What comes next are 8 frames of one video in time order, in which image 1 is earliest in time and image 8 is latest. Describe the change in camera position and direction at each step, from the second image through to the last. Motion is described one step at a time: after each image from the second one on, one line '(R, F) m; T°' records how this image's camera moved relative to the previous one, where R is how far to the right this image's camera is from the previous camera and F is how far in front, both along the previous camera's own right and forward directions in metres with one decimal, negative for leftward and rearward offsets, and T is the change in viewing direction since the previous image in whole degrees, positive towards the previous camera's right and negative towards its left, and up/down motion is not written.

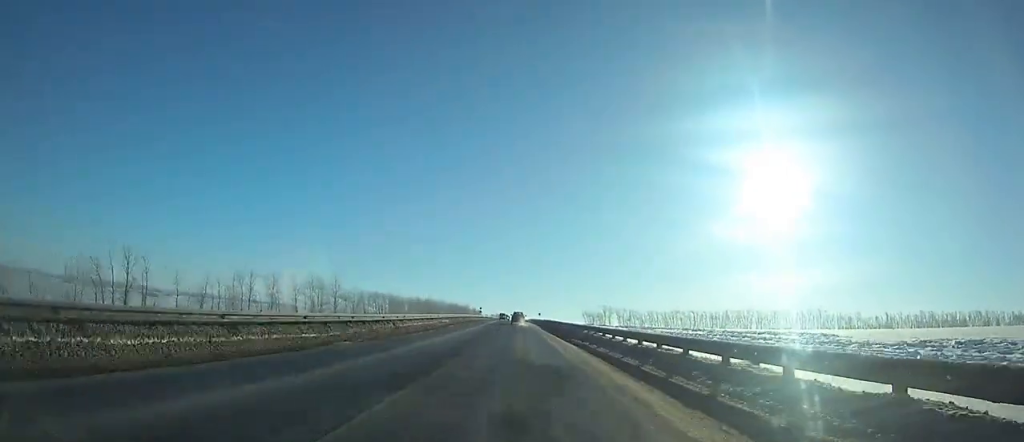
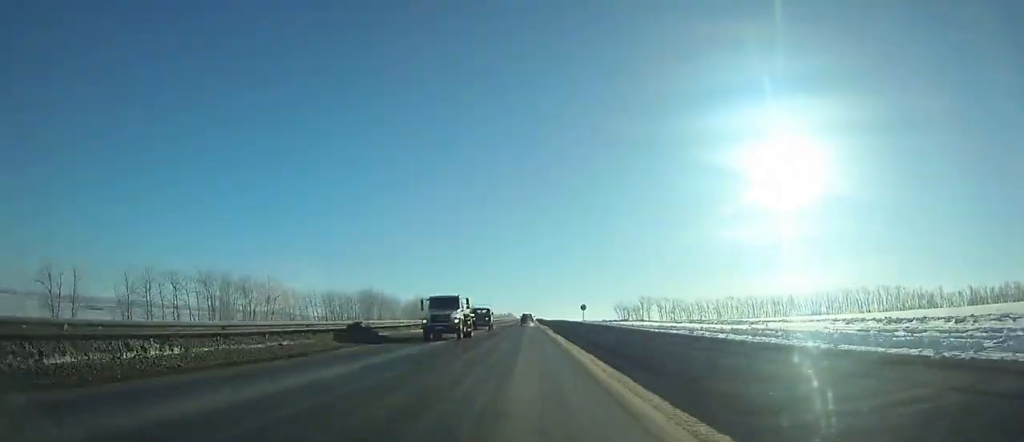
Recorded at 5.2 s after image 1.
(-1.8, +100.6) m; -2°
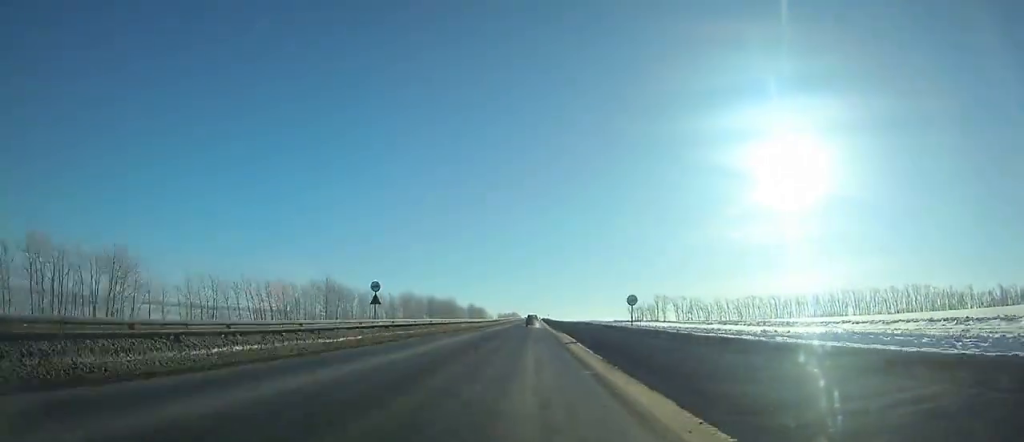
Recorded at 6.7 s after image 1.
(-0.1, +29.3) m; 0°
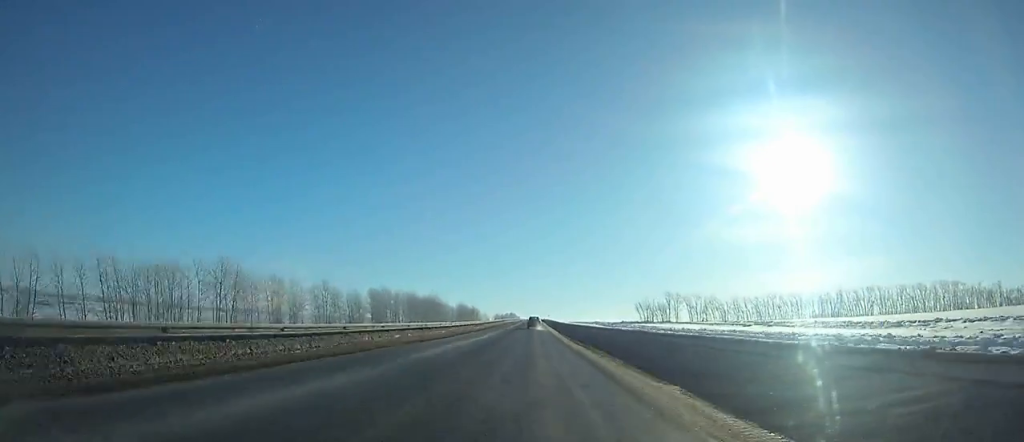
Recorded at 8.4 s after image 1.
(0.0, +32.9) m; 0°
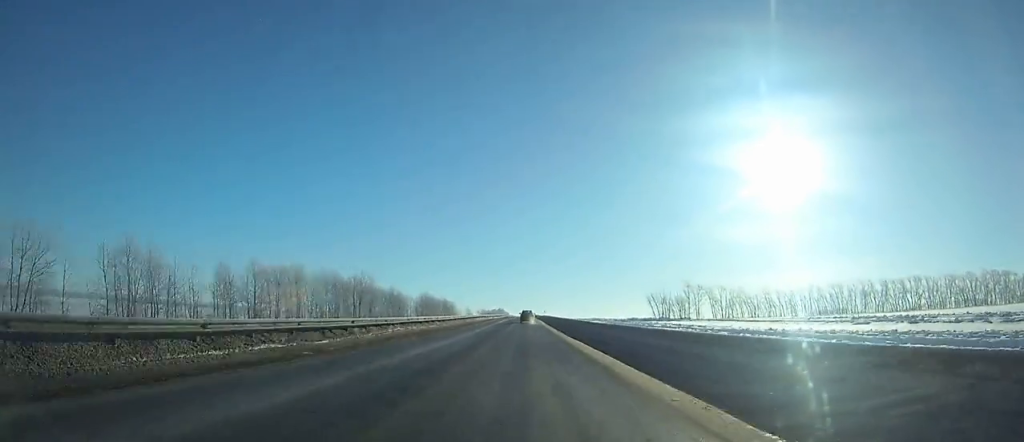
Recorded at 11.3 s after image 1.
(+0.2, +57.3) m; 0°
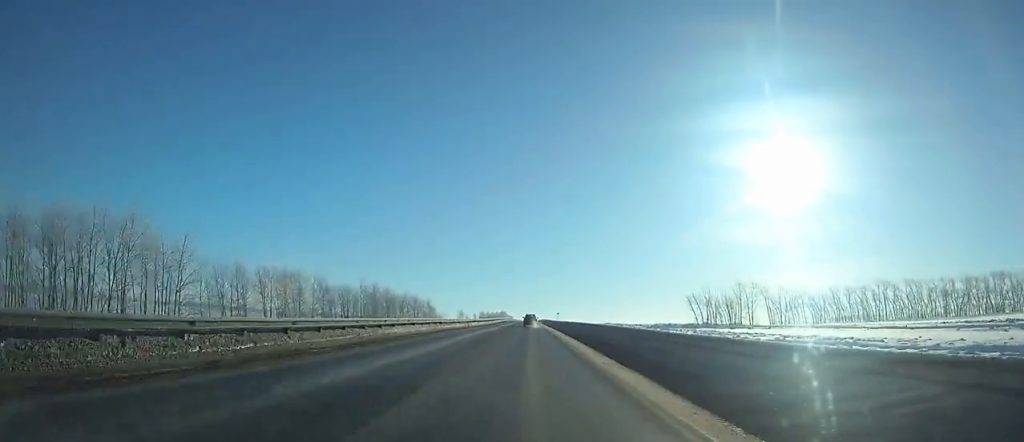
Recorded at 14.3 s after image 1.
(+0.2, +60.9) m; 0°
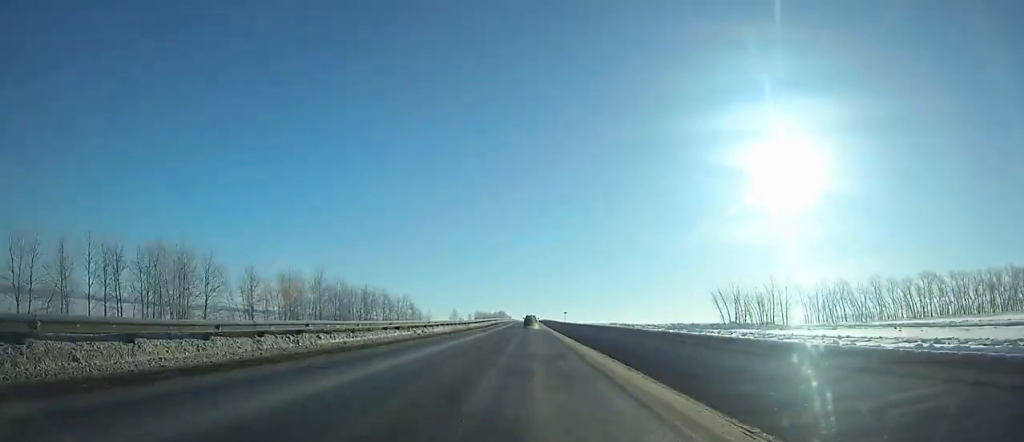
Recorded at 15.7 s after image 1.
(0.0, +28.6) m; 0°
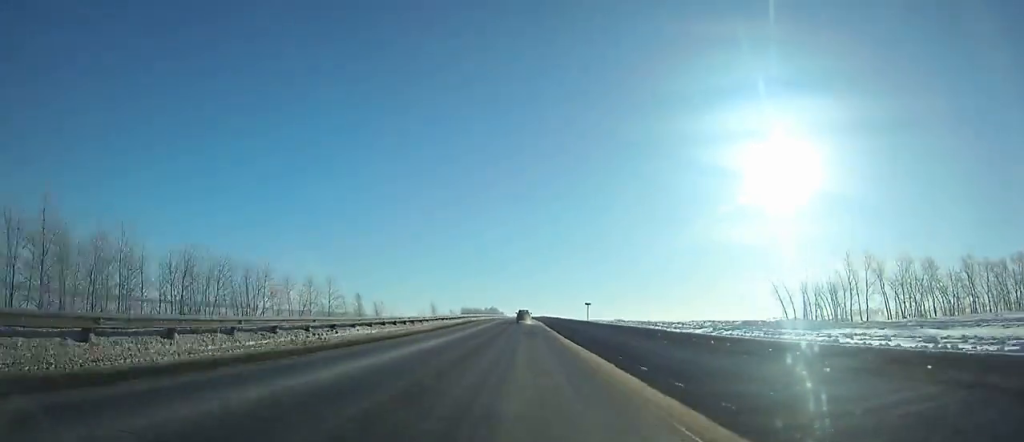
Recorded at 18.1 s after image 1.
(0.0, +51.0) m; 0°
